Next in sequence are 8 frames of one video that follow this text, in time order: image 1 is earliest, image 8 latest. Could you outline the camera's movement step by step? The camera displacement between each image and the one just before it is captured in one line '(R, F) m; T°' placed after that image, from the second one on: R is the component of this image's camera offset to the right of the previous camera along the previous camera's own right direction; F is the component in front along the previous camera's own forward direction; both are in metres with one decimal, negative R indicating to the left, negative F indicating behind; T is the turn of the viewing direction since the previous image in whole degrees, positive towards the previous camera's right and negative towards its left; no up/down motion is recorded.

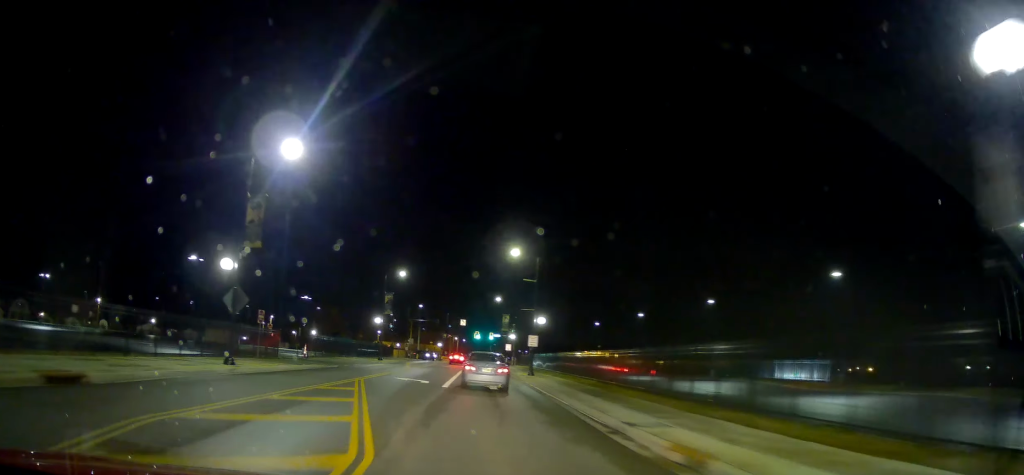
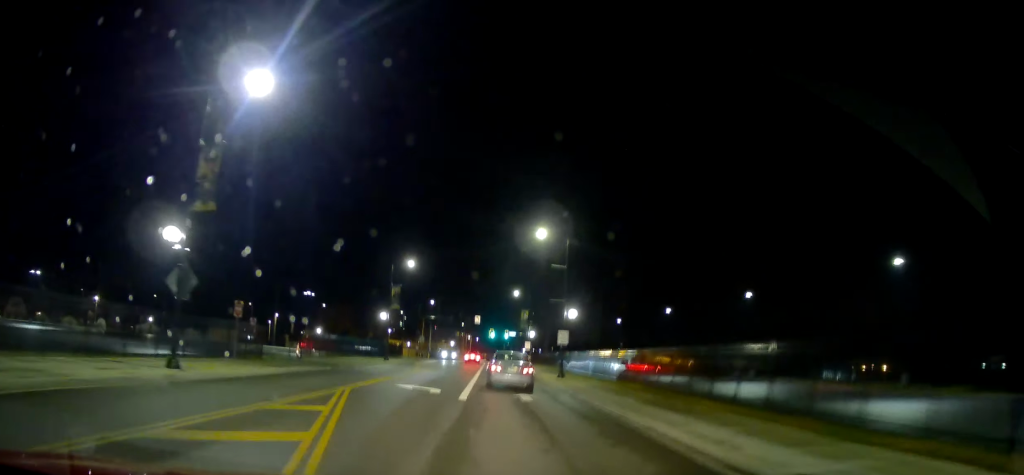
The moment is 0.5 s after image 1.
(-0.2, +6.1) m; 0°
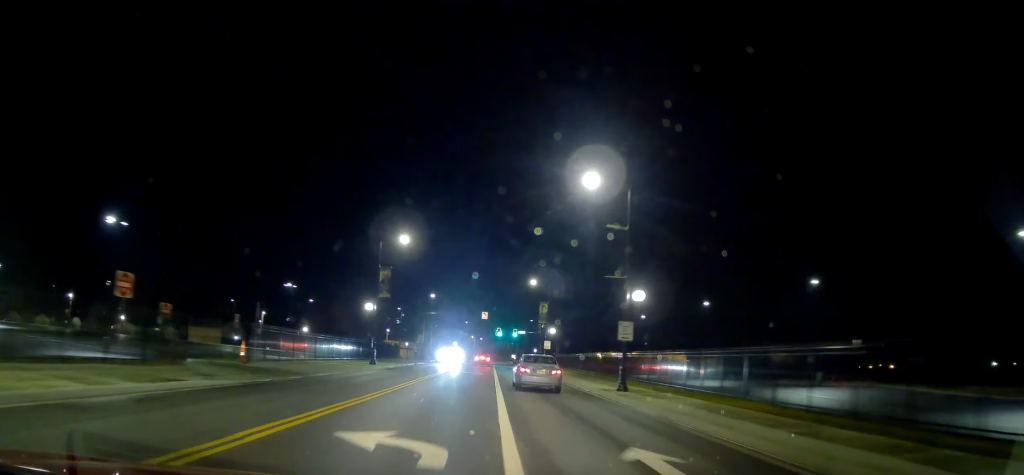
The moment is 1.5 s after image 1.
(+0.4, +12.1) m; 0°
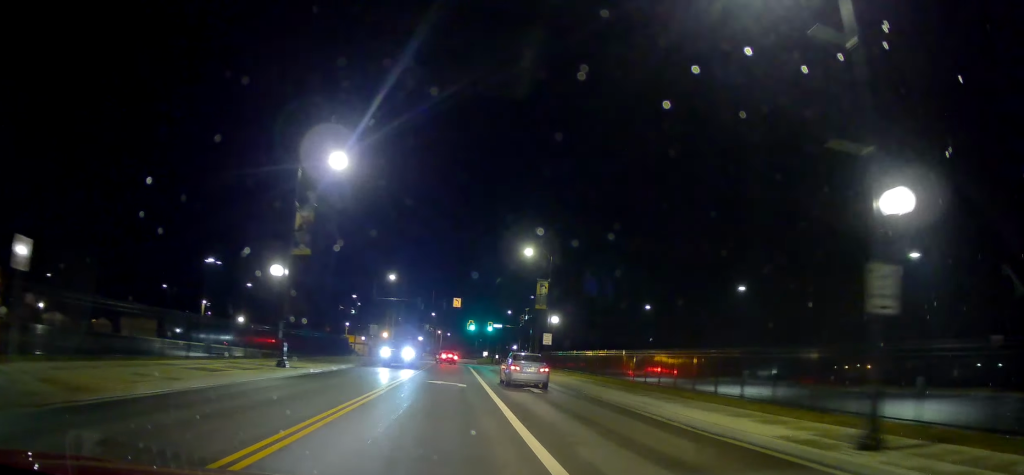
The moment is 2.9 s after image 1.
(-0.4, +17.6) m; -1°
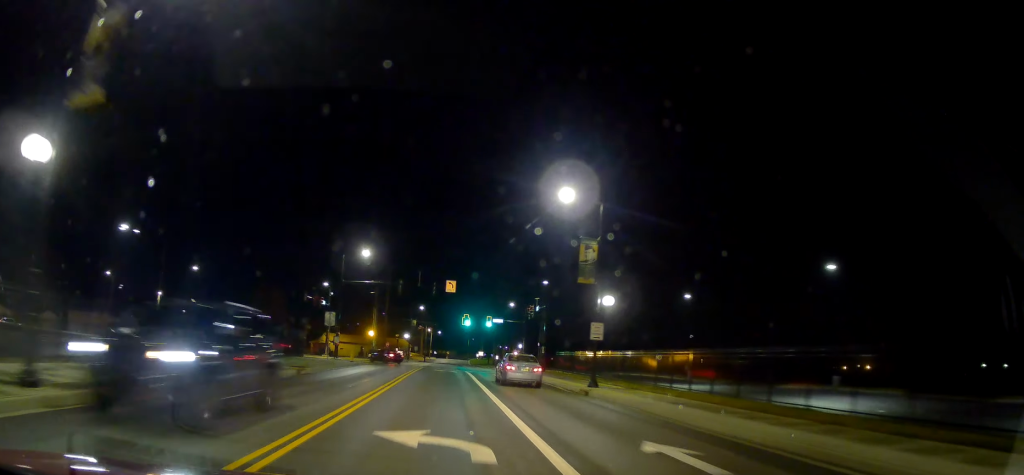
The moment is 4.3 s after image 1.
(+0.1, +16.7) m; +1°
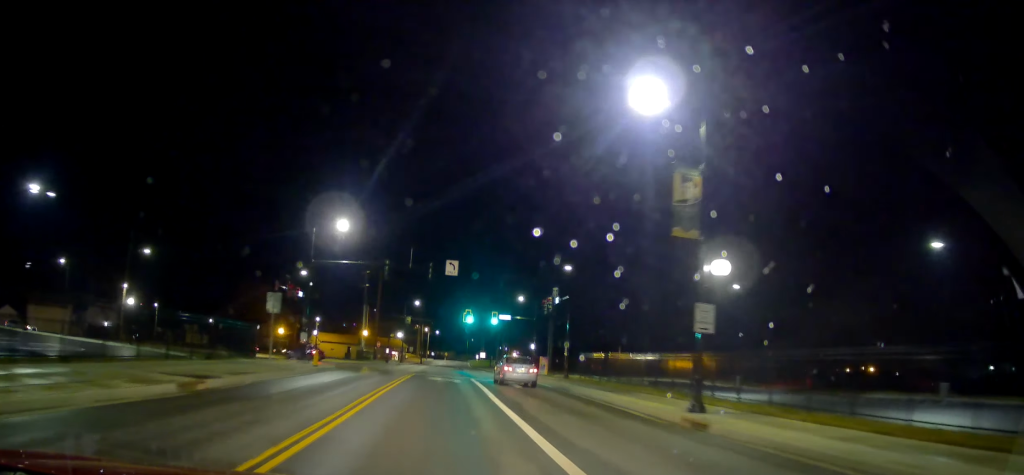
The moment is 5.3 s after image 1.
(+0.1, +12.0) m; +2°
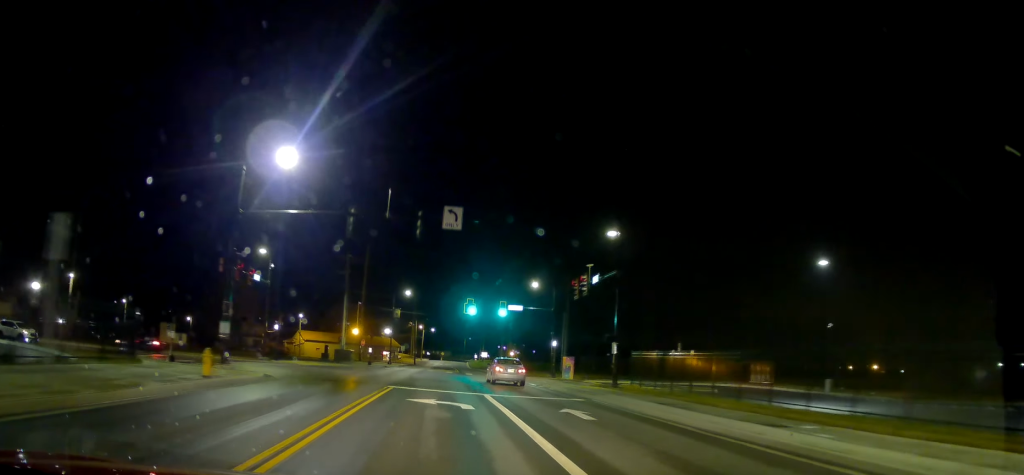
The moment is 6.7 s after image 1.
(+0.1, +15.1) m; -2°
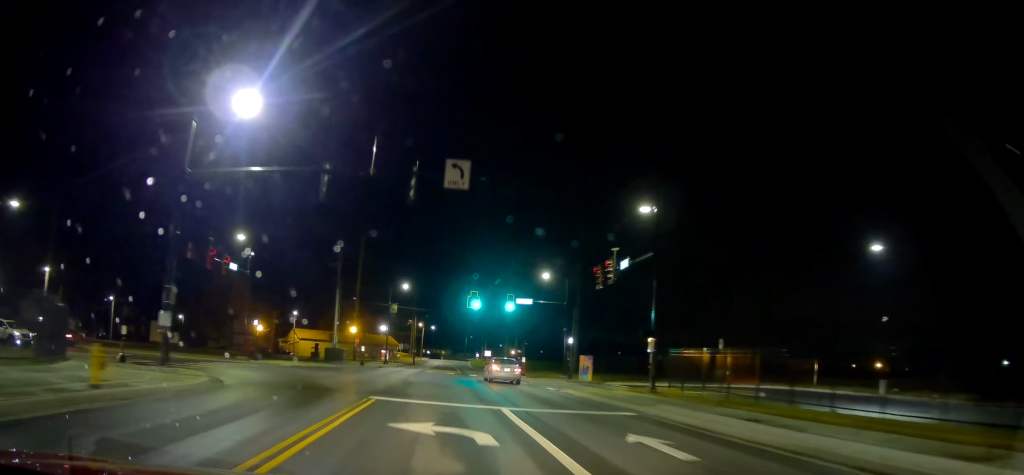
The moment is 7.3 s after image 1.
(-0.4, +6.4) m; 0°
